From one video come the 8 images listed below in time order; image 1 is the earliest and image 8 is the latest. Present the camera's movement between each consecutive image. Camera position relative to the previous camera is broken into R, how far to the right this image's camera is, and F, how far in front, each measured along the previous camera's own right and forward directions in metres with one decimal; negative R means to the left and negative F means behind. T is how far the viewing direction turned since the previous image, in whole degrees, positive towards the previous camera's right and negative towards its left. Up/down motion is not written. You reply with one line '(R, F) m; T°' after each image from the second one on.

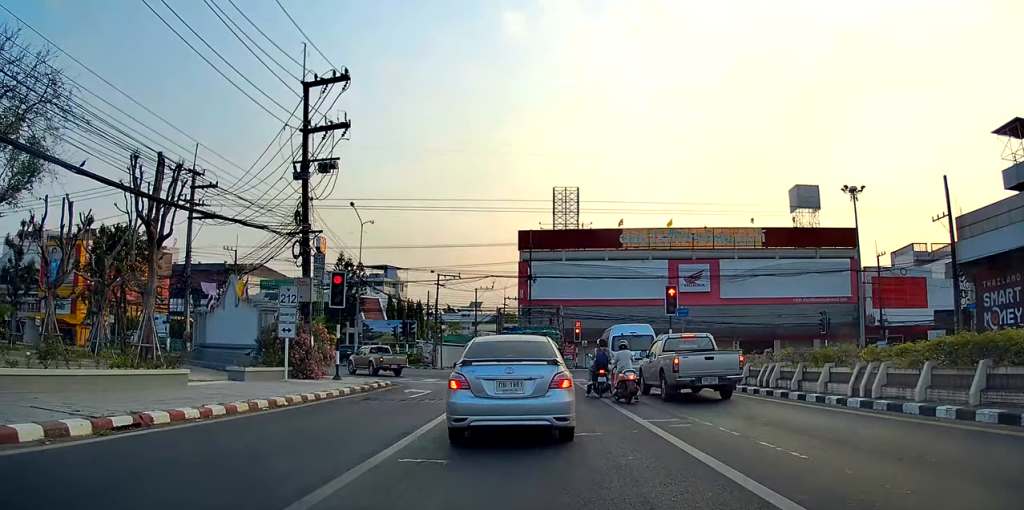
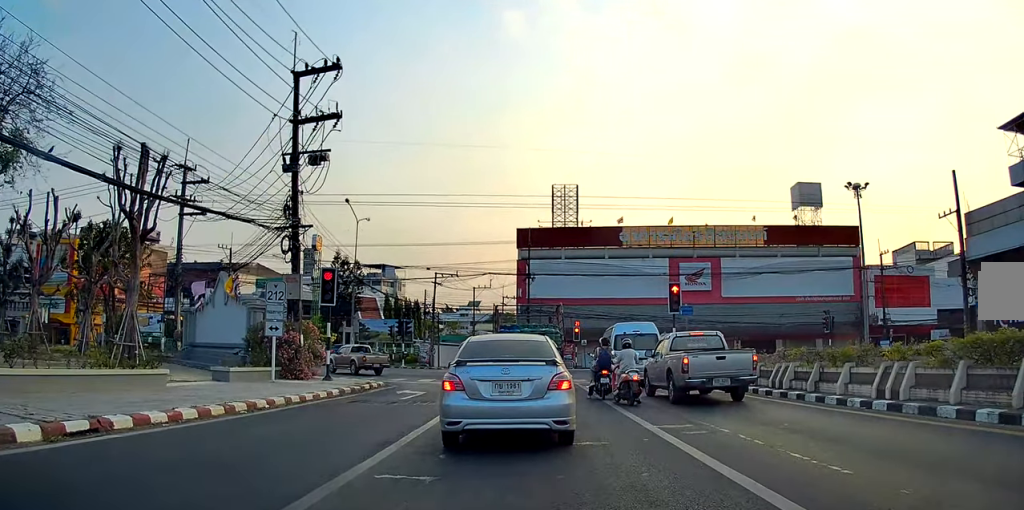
(+0.2, +1.5) m; +1°
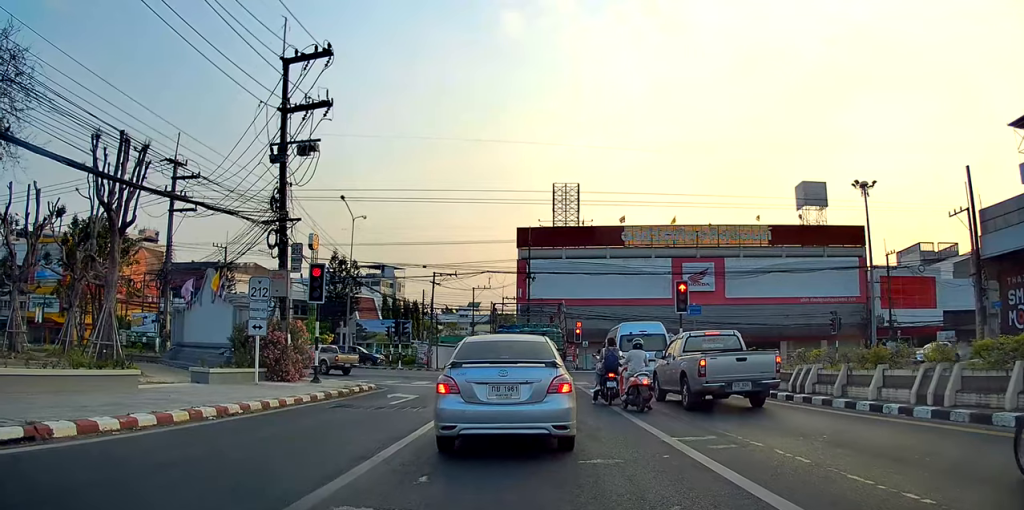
(0.0, +2.2) m; -2°
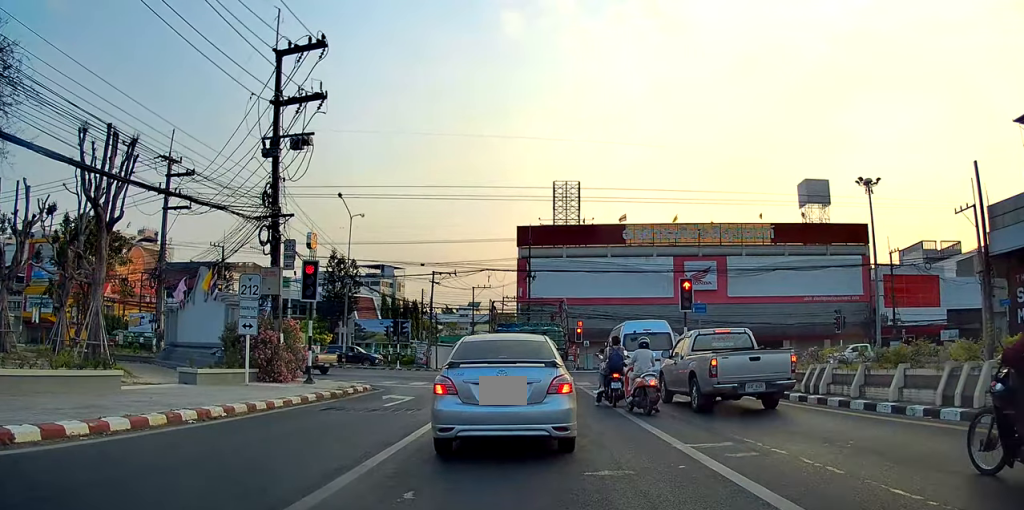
(-0.1, +1.3) m; -3°
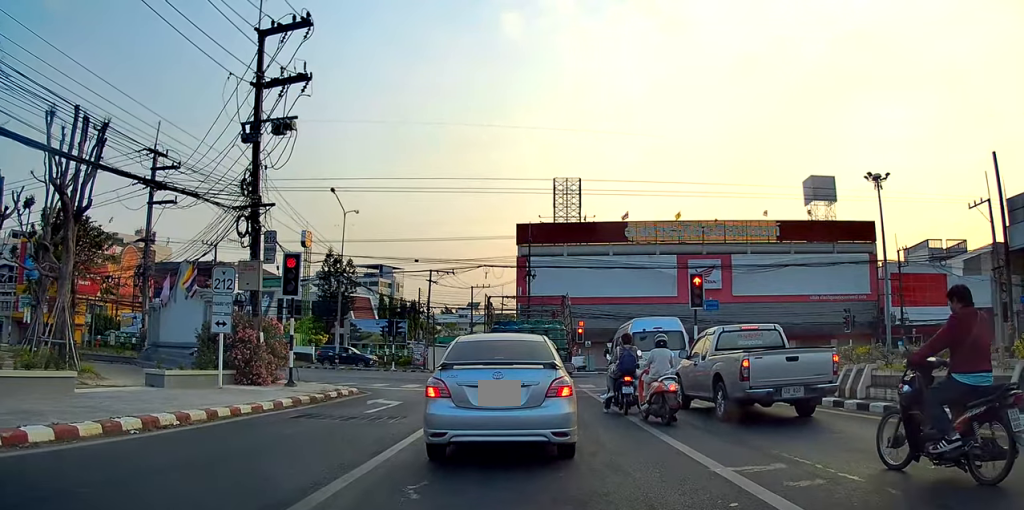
(0.0, +2.8) m; 0°
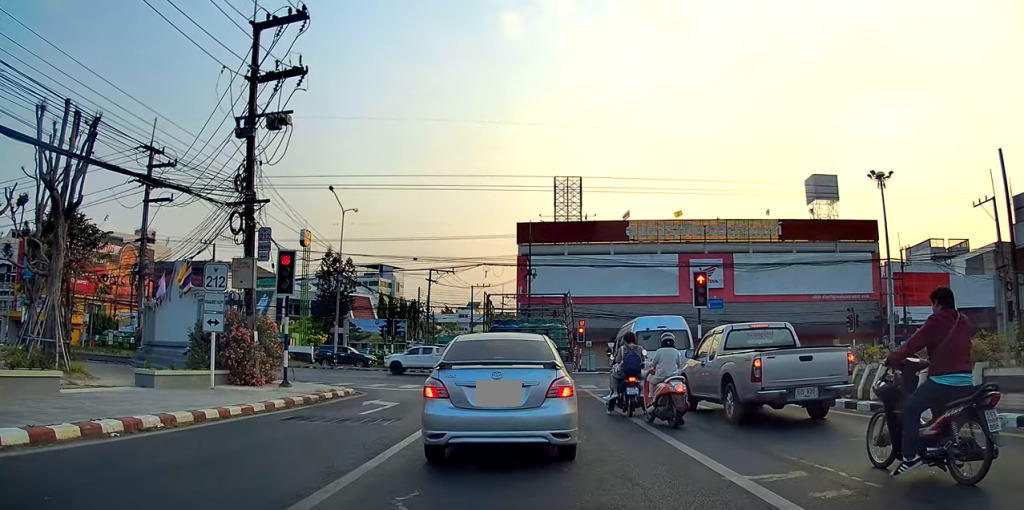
(0.0, +0.8) m; 0°
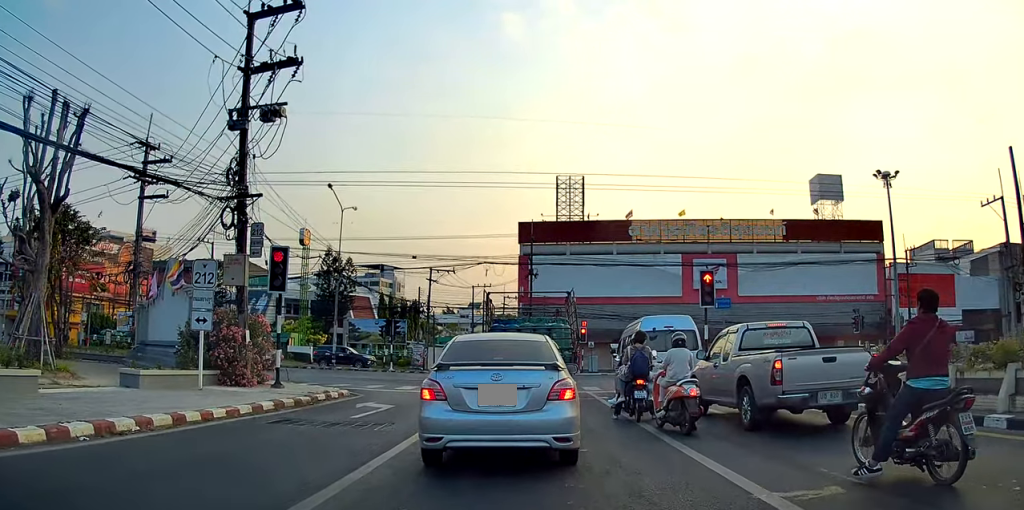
(0.0, +1.3) m; 0°
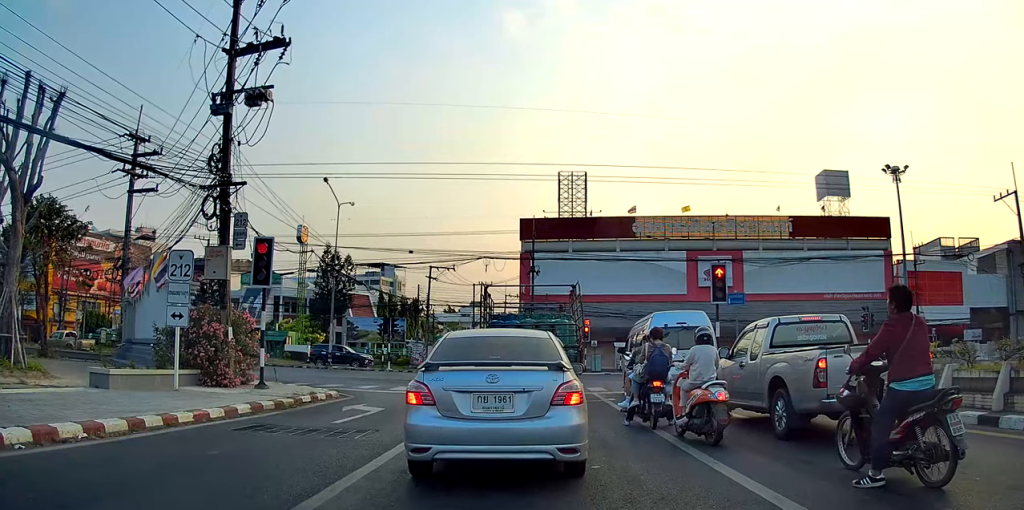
(-0.5, +1.5) m; 0°
